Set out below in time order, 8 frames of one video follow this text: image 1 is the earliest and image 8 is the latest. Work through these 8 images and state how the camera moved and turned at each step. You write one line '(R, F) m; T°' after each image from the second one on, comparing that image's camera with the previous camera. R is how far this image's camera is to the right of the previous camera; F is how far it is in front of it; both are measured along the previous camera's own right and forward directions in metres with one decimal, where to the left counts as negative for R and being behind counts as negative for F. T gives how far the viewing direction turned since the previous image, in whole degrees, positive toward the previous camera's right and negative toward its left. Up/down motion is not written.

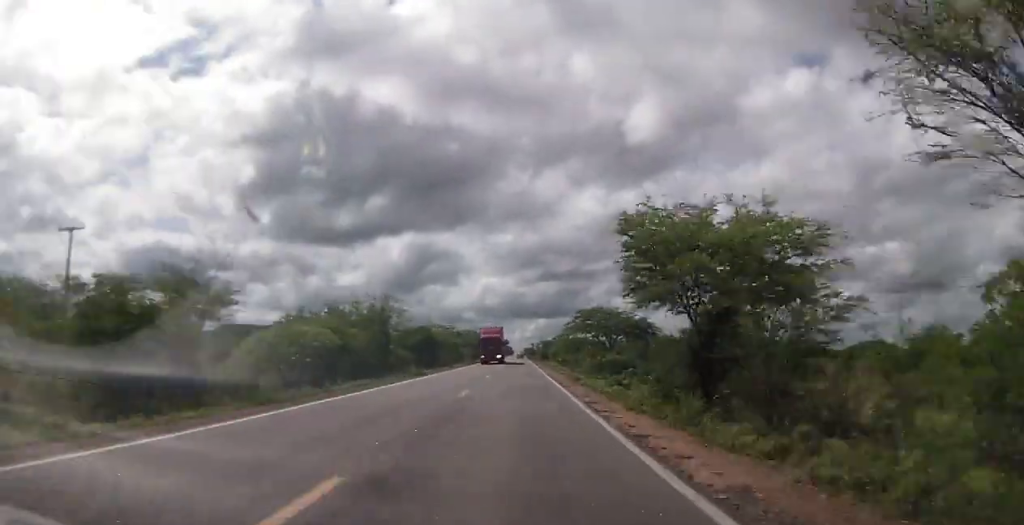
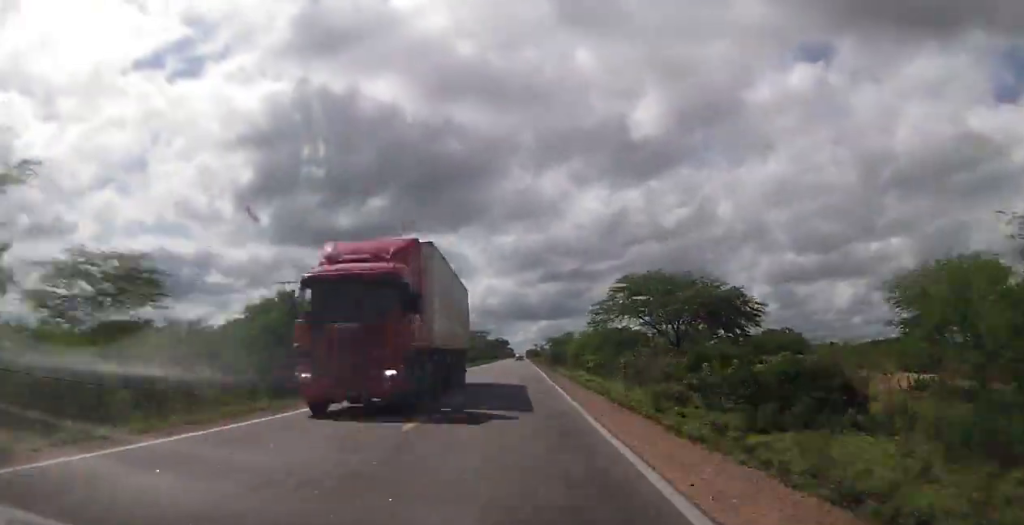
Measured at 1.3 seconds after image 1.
(-0.1, +40.7) m; -2°
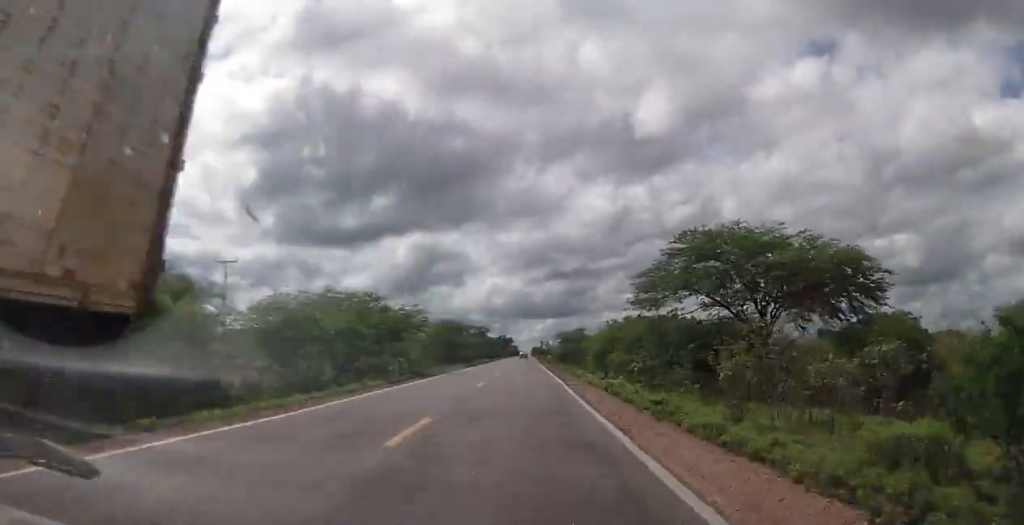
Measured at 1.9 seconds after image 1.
(-0.3, +18.6) m; -1°
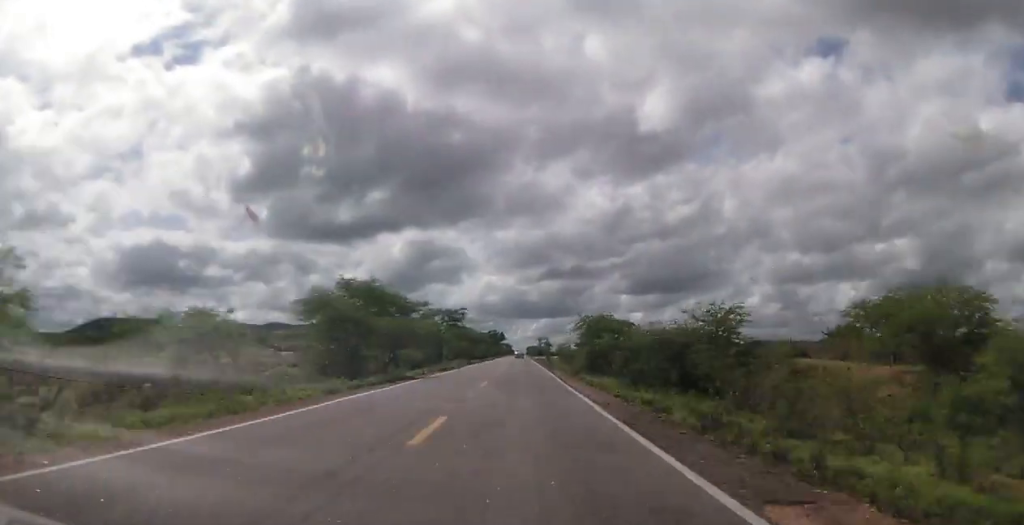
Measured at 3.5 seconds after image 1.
(-0.6, +49.1) m; 0°
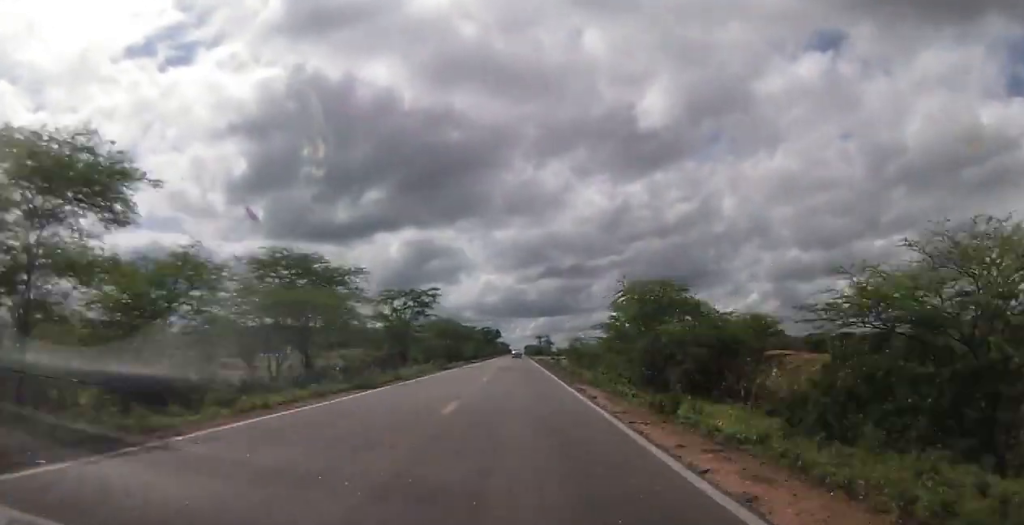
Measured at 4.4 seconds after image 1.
(+0.2, +27.4) m; 0°
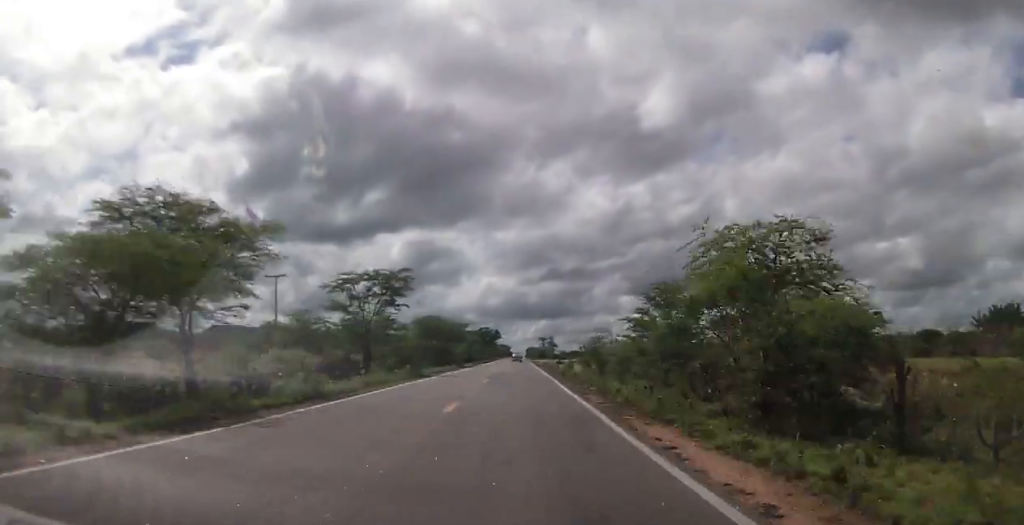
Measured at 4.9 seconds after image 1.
(0.0, +15.2) m; 0°
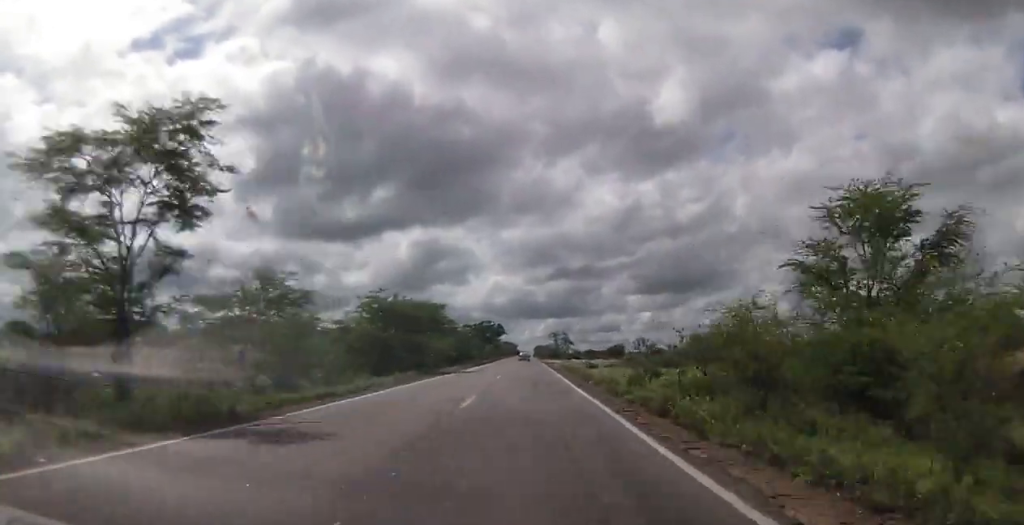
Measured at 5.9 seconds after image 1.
(-0.1, +31.3) m; 0°
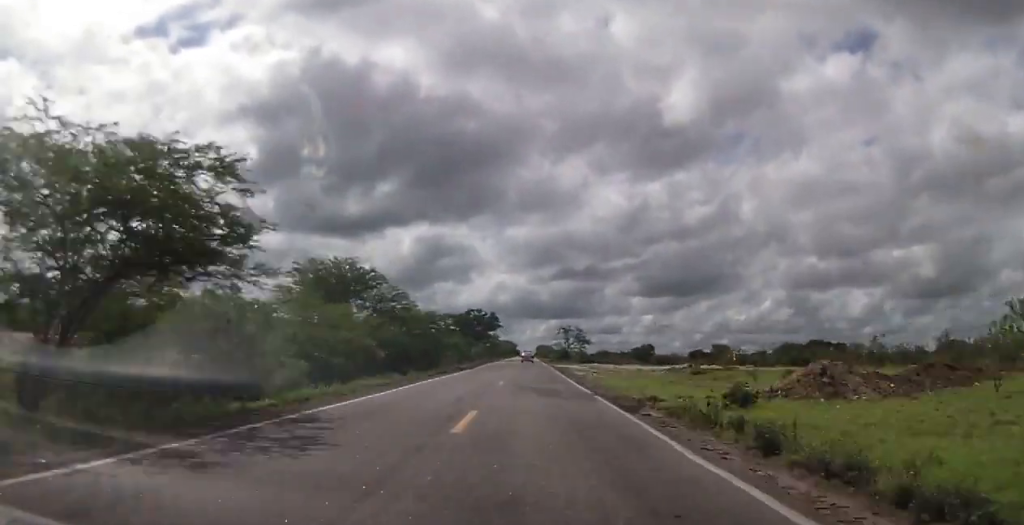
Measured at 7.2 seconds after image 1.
(+0.1, +37.4) m; 0°
